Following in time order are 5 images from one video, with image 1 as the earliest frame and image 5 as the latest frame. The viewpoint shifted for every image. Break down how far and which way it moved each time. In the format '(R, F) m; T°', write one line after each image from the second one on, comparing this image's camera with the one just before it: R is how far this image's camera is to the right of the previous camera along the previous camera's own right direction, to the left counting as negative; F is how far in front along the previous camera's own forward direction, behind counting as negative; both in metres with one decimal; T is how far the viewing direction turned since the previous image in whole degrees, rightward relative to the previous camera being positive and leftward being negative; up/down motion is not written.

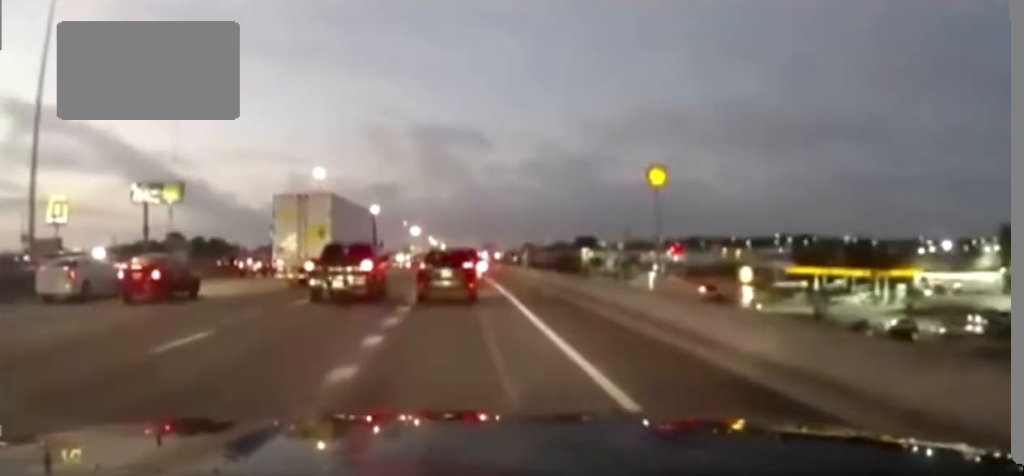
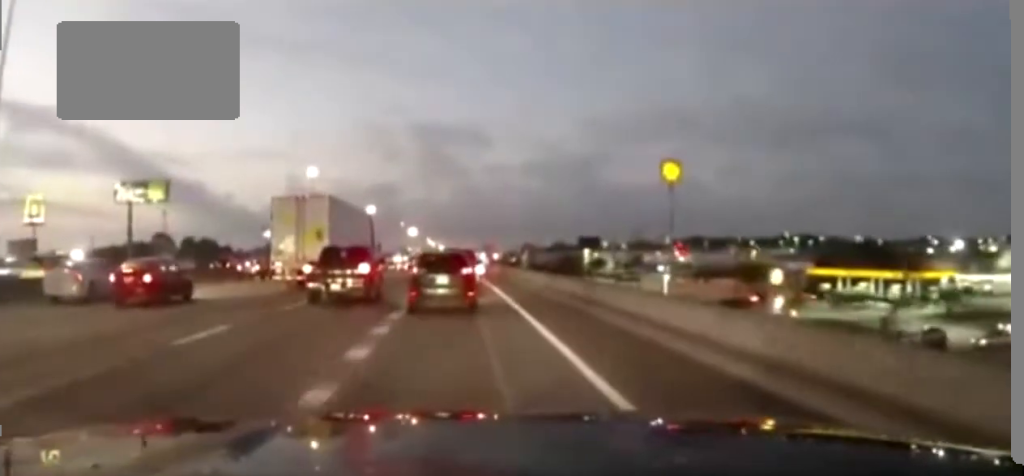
(-0.2, +9.4) m; +2°
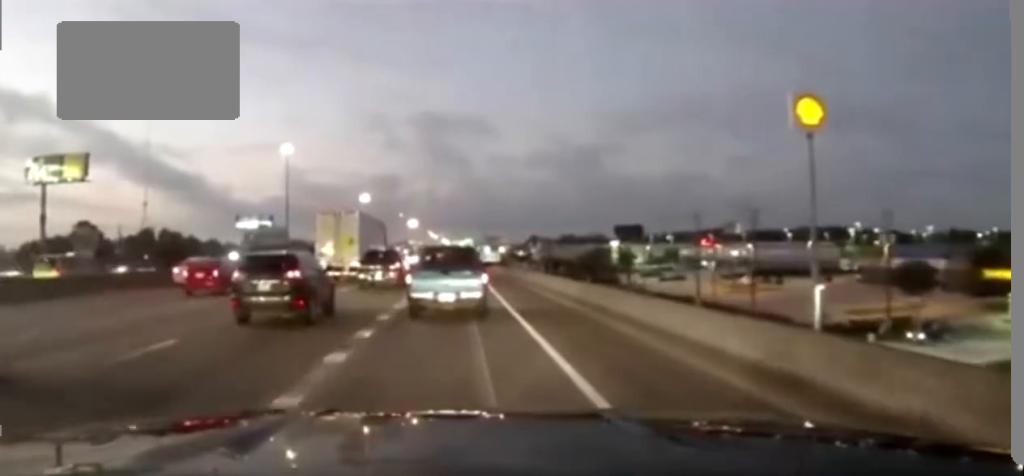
(-2.4, +45.3) m; -3°
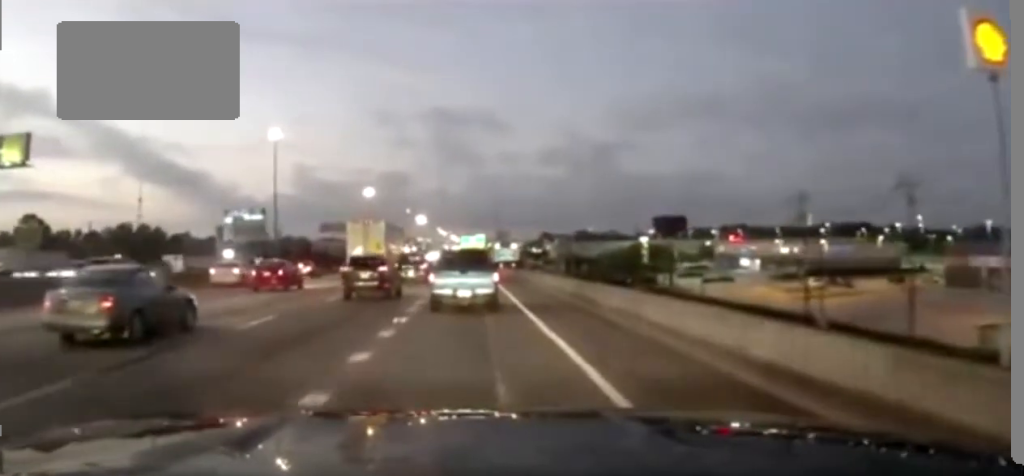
(-0.2, +25.2) m; -1°
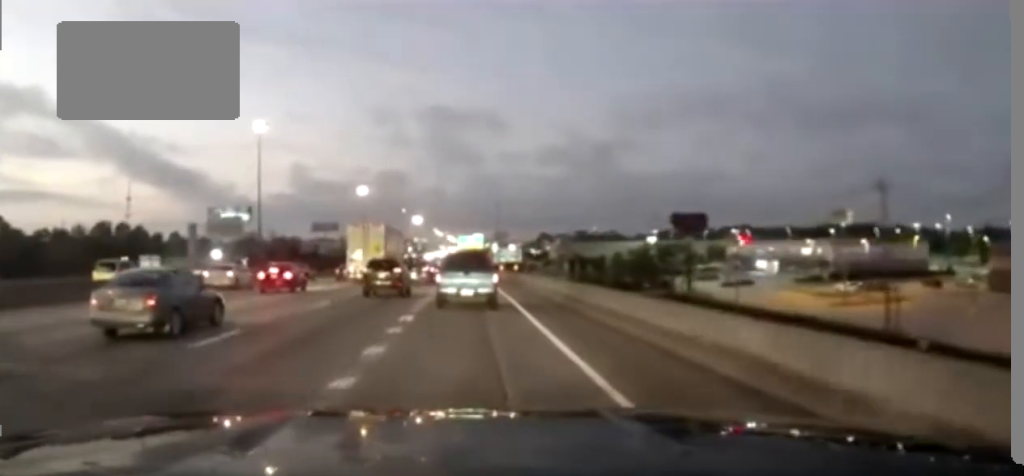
(0.0, +12.8) m; 0°
